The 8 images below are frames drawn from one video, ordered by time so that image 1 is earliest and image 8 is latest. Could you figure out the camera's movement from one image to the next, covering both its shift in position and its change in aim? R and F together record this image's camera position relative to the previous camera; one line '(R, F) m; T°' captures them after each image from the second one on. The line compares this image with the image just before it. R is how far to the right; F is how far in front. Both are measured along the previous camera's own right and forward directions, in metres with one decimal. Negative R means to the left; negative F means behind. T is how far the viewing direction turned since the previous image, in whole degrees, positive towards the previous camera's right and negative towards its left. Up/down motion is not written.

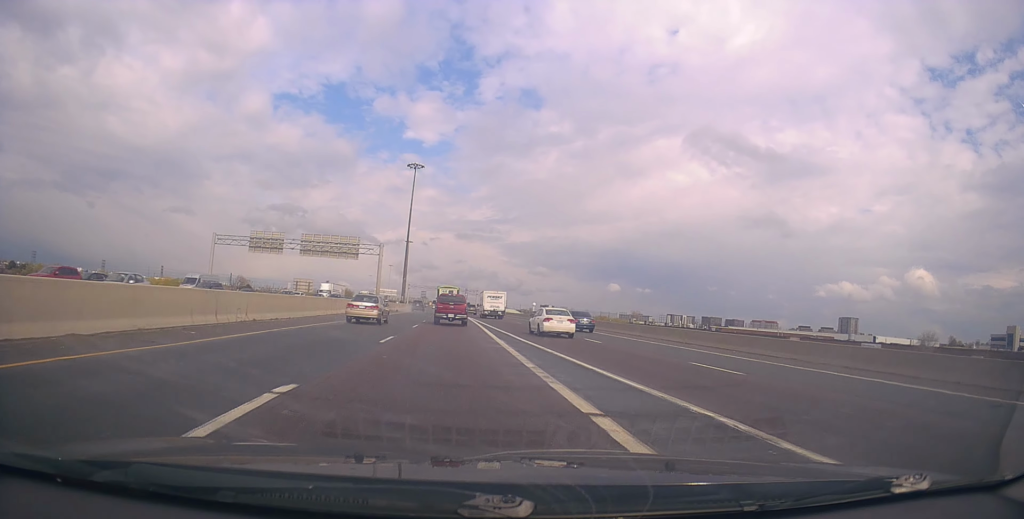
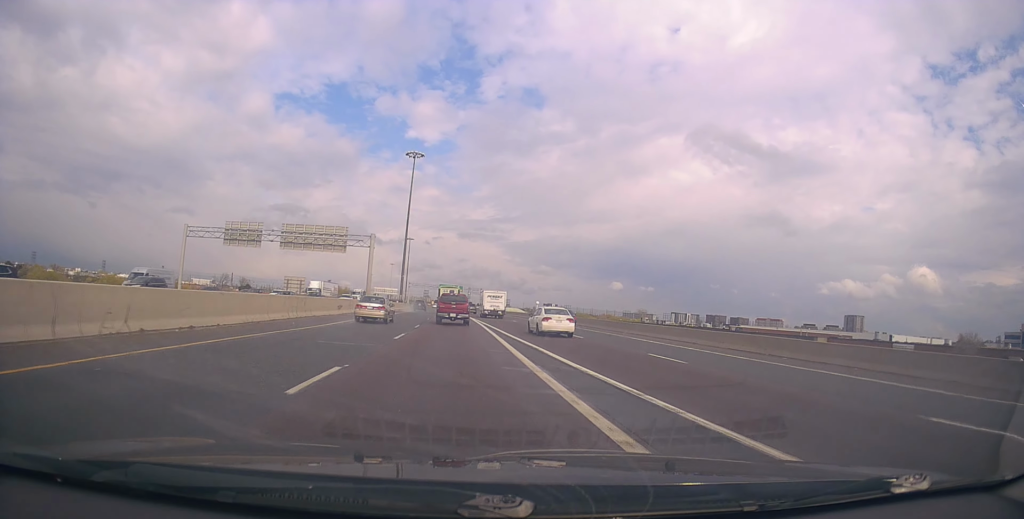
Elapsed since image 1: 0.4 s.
(-0.1, +9.2) m; 0°
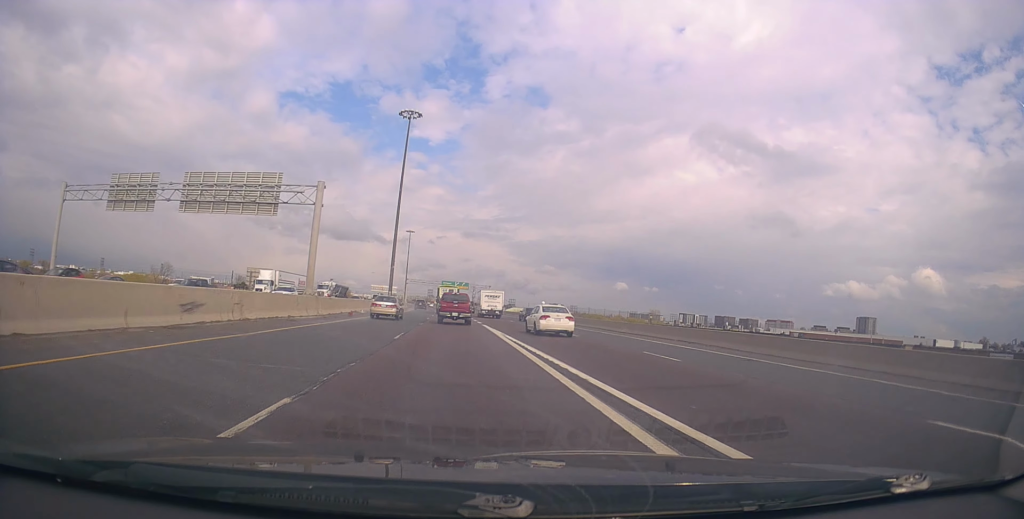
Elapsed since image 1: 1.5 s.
(+0.3, +25.0) m; -1°
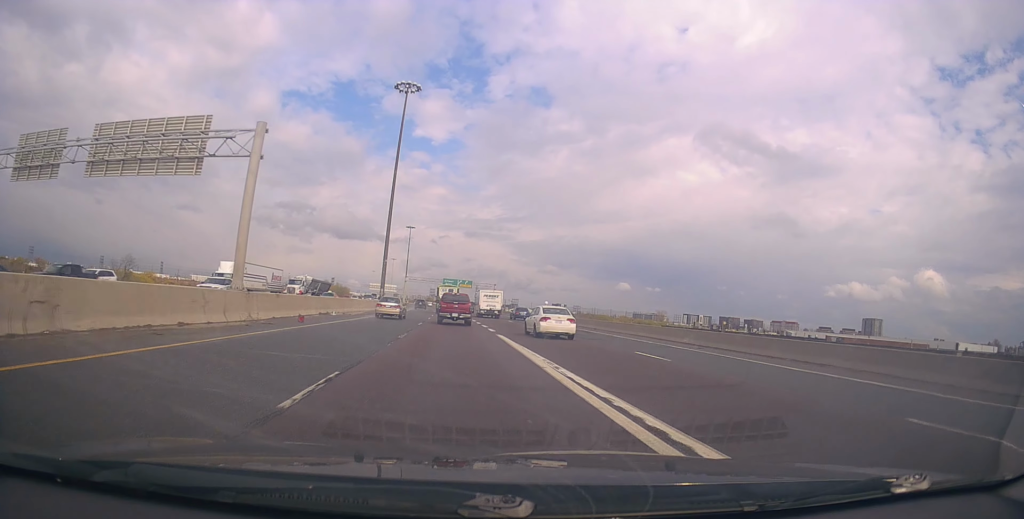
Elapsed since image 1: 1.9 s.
(-0.5, +11.3) m; -1°
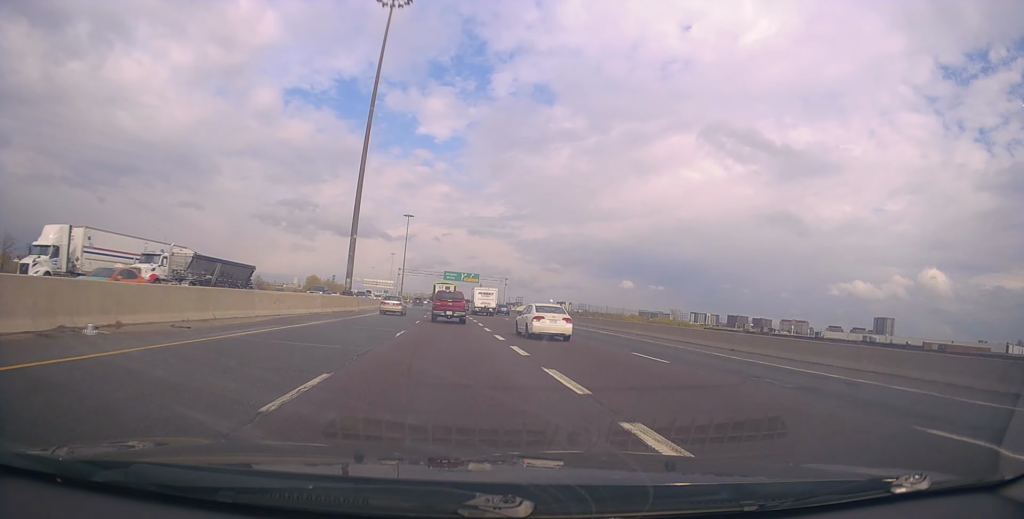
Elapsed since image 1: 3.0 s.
(0.0, +25.0) m; 0°
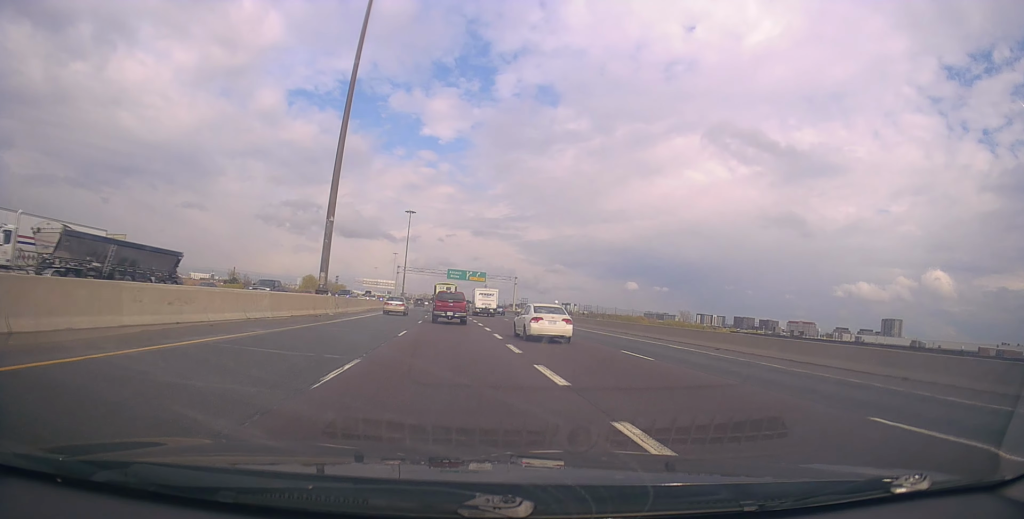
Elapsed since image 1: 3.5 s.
(+0.1, +11.4) m; 0°
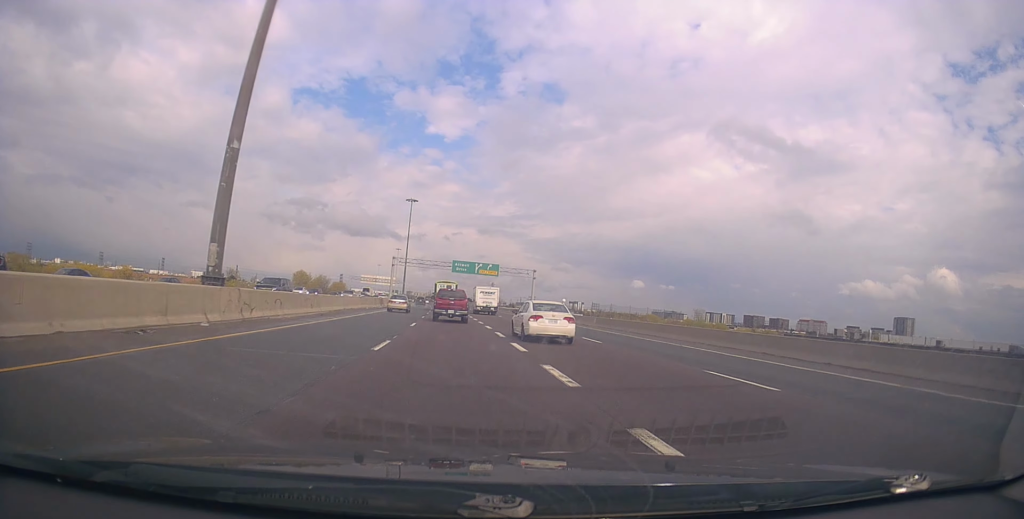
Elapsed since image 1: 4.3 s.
(+0.2, +18.5) m; -2°
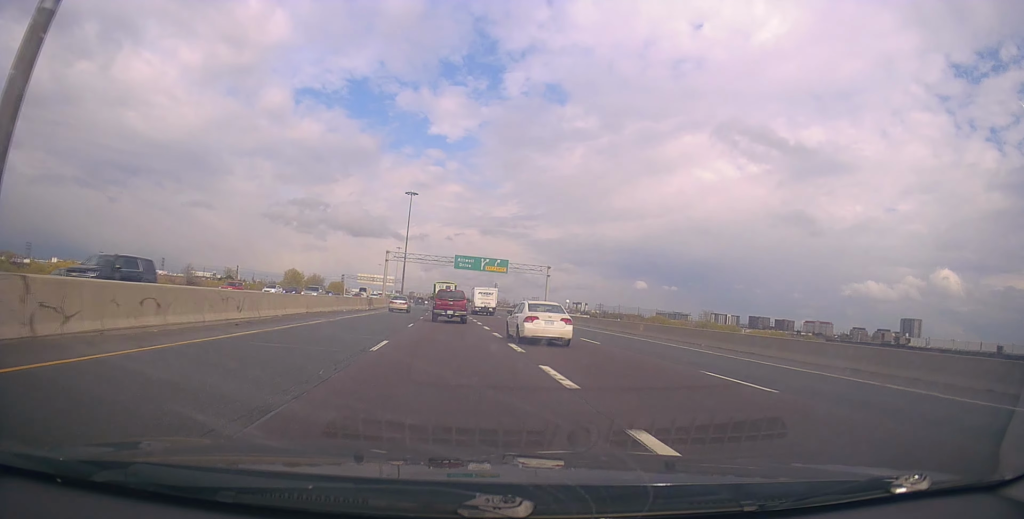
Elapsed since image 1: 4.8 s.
(-0.5, +12.2) m; -1°
